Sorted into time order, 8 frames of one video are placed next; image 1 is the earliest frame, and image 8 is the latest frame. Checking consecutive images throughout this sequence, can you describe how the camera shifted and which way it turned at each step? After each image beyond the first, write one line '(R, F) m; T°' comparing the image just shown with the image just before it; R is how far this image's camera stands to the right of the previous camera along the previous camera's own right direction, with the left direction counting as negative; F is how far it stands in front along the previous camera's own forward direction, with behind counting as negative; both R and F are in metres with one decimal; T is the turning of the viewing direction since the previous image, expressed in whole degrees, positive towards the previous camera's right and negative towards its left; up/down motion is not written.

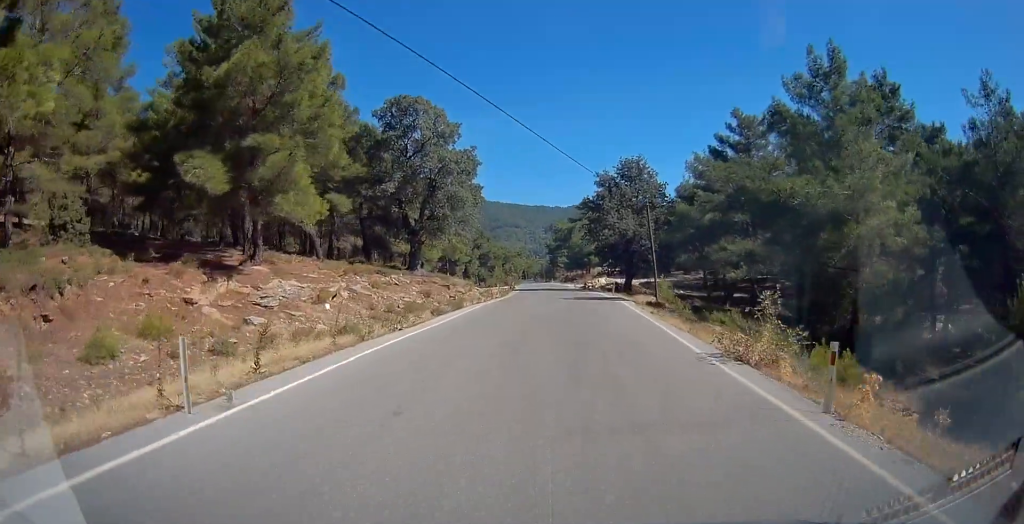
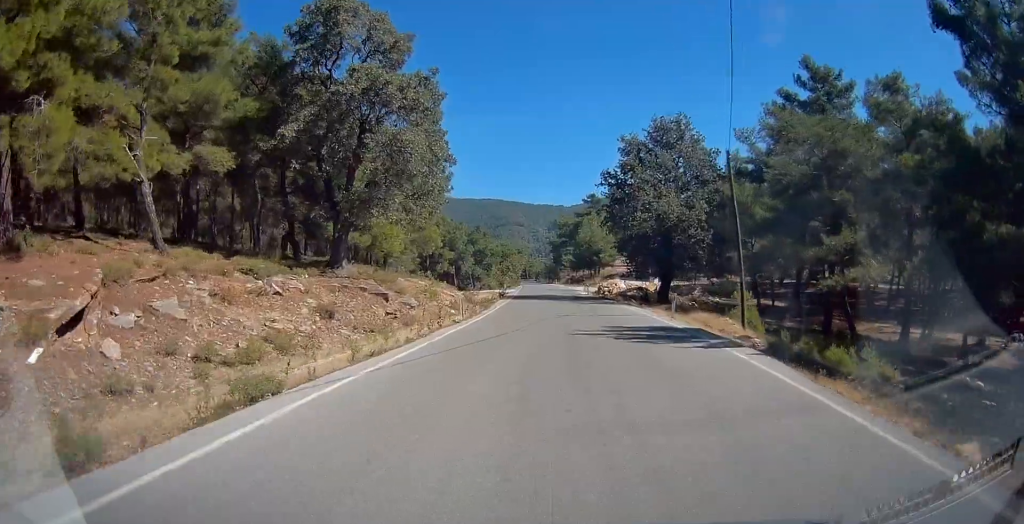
(+0.1, +15.9) m; +1°
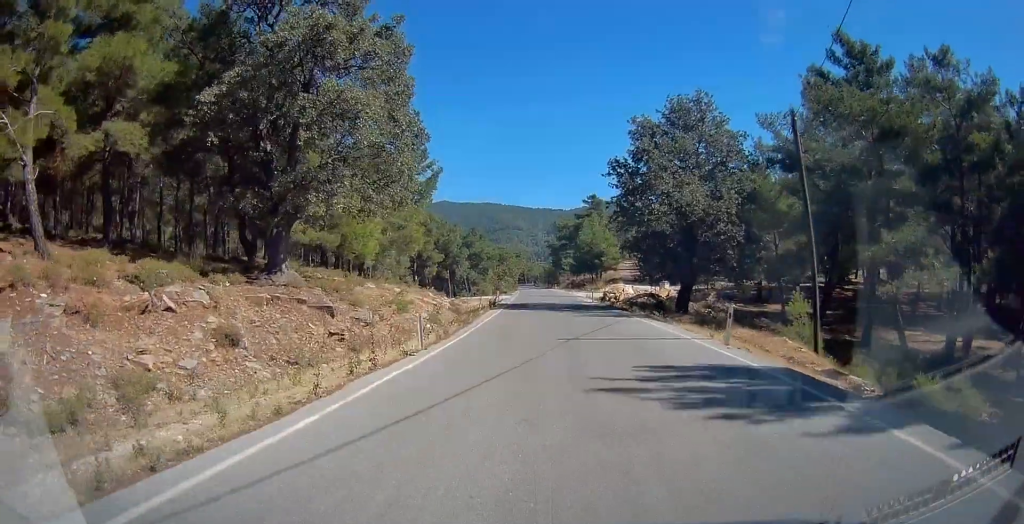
(0.0, +6.0) m; 0°
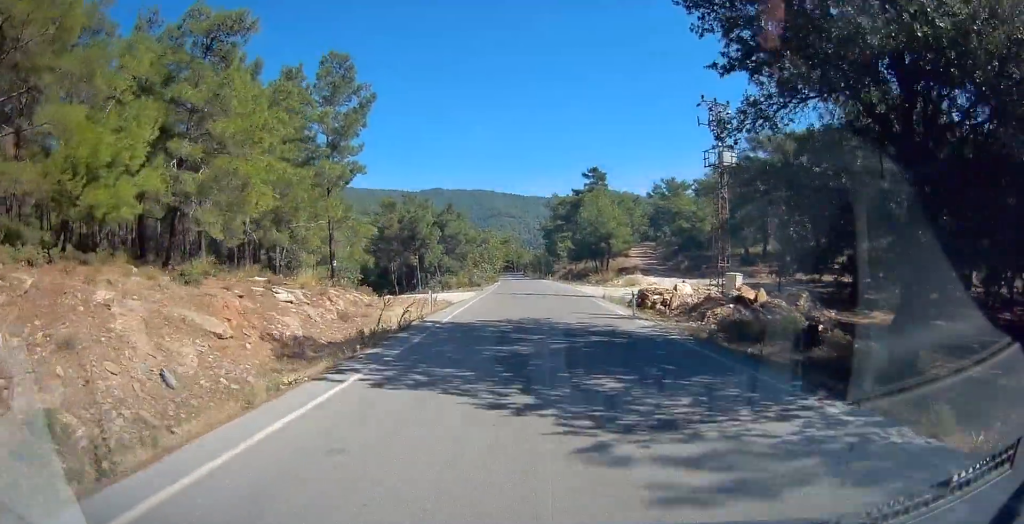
(0.0, +22.8) m; +1°
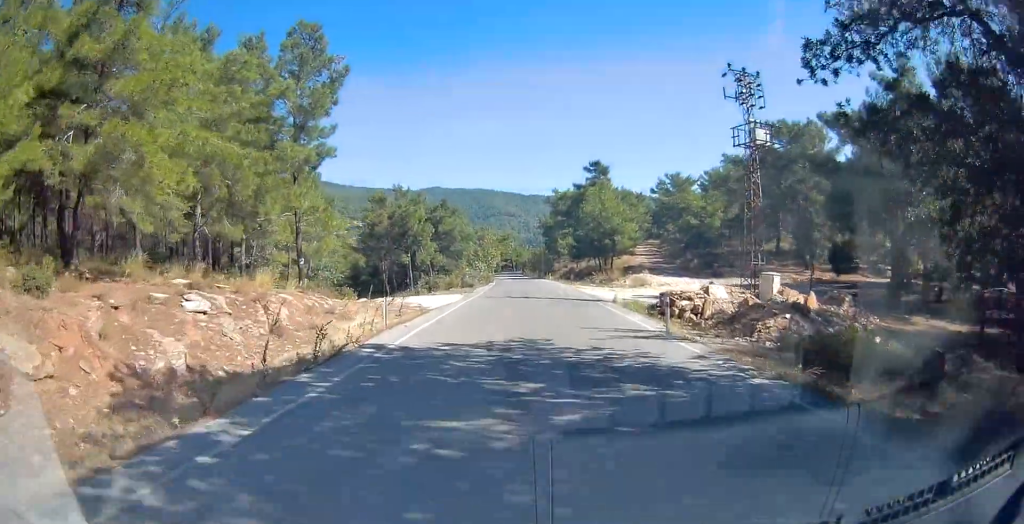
(+0.1, +5.7) m; 0°
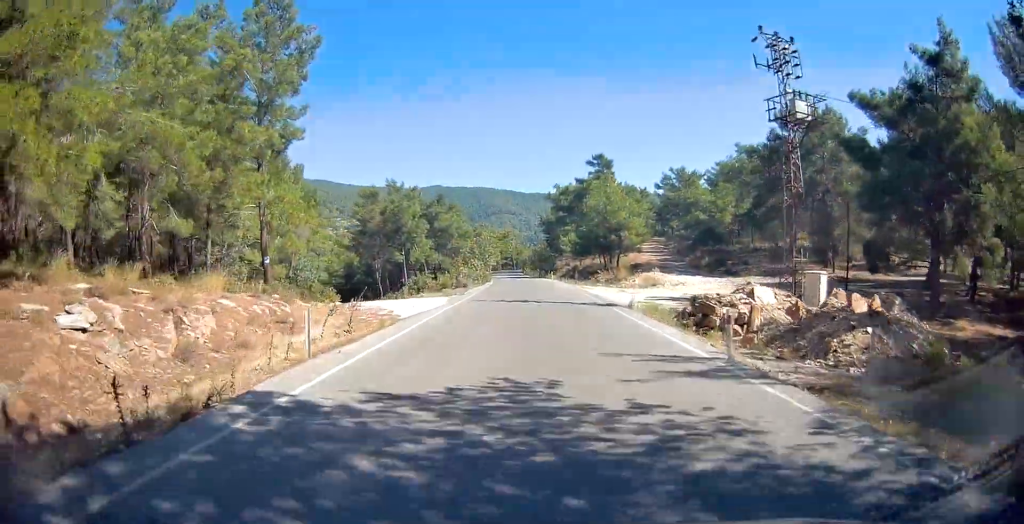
(+0.1, +4.9) m; 0°
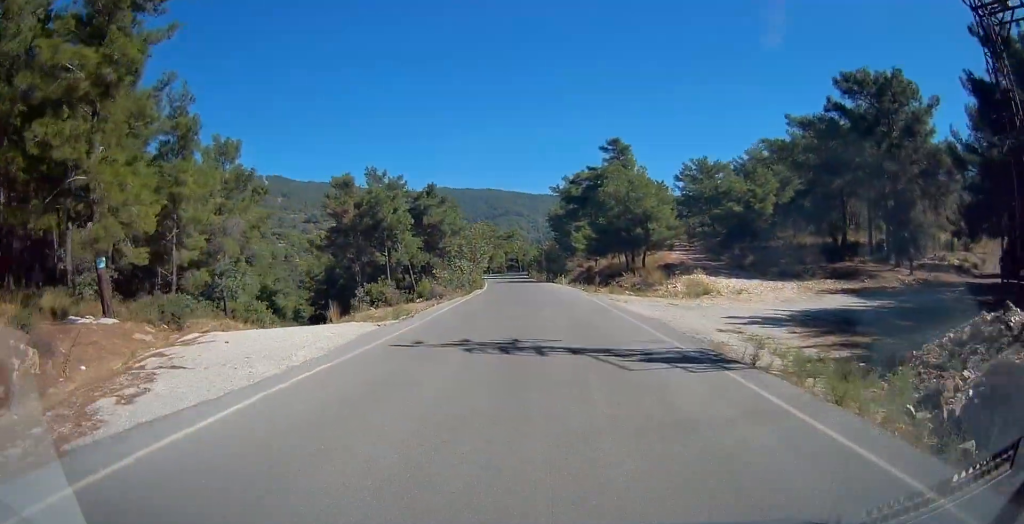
(-0.3, +13.9) m; -2°
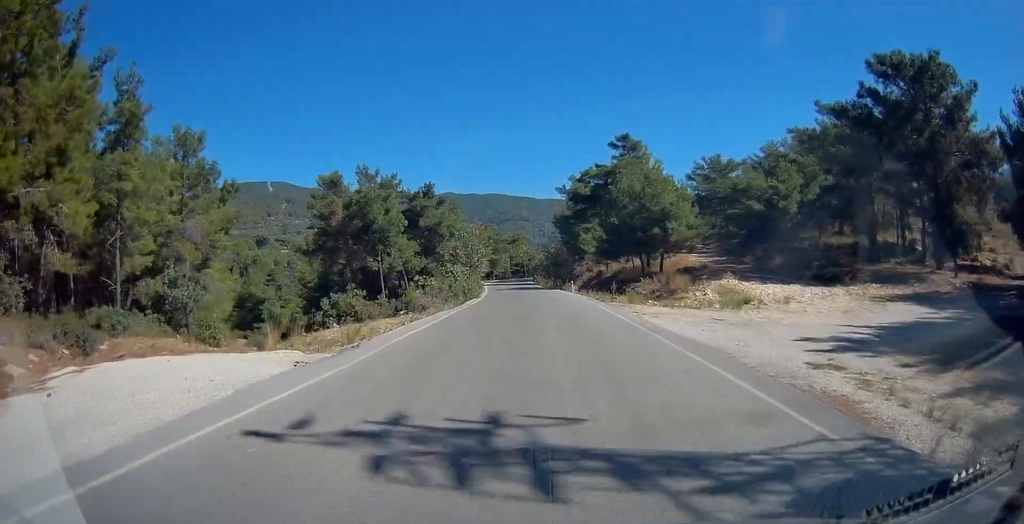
(0.0, +6.1) m; 0°
